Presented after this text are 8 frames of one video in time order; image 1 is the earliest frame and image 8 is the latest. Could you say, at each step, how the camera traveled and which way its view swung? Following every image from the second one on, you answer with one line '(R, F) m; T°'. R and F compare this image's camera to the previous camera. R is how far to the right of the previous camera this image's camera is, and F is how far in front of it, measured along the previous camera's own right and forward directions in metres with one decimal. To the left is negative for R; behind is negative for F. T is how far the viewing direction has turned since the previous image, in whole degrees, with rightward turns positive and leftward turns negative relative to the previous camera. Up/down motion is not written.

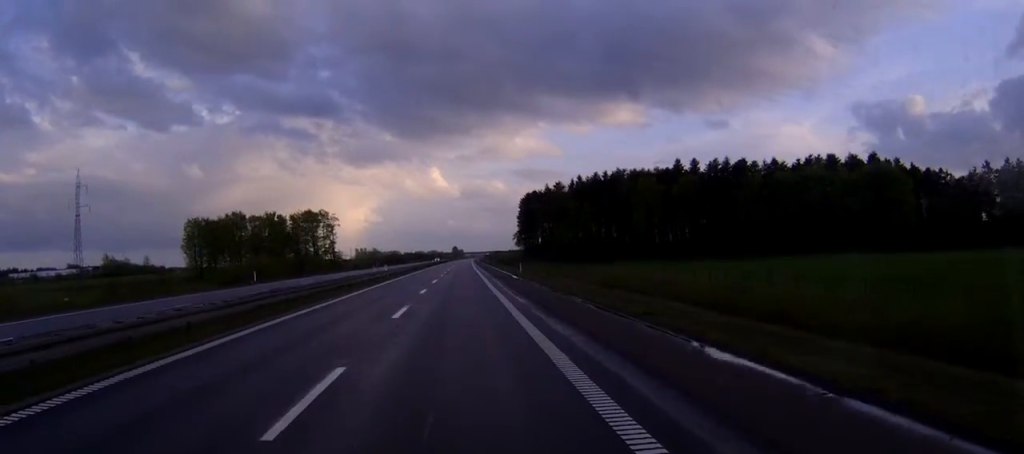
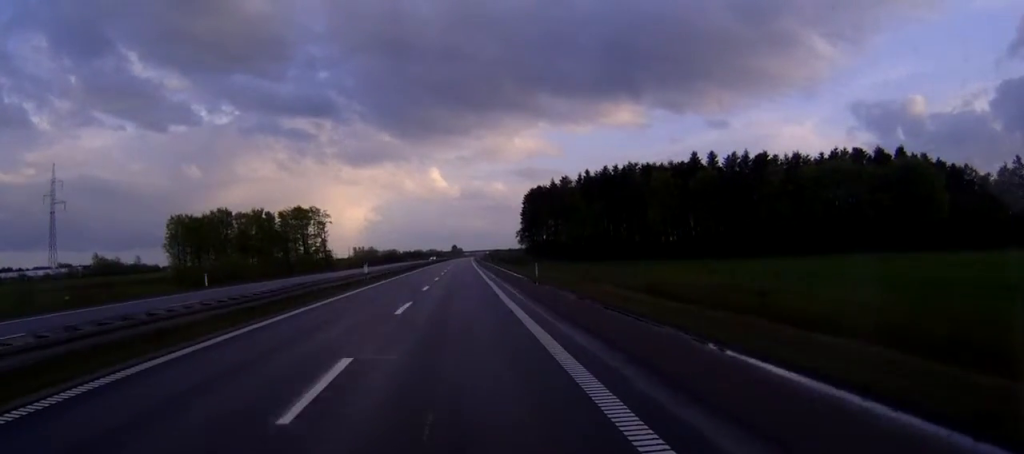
(0.0, +14.4) m; 0°
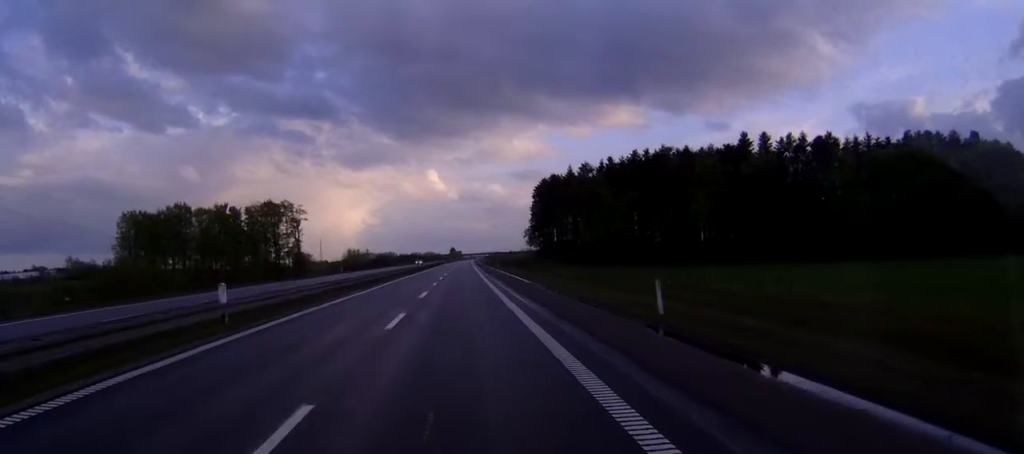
(0.0, +33.9) m; 0°
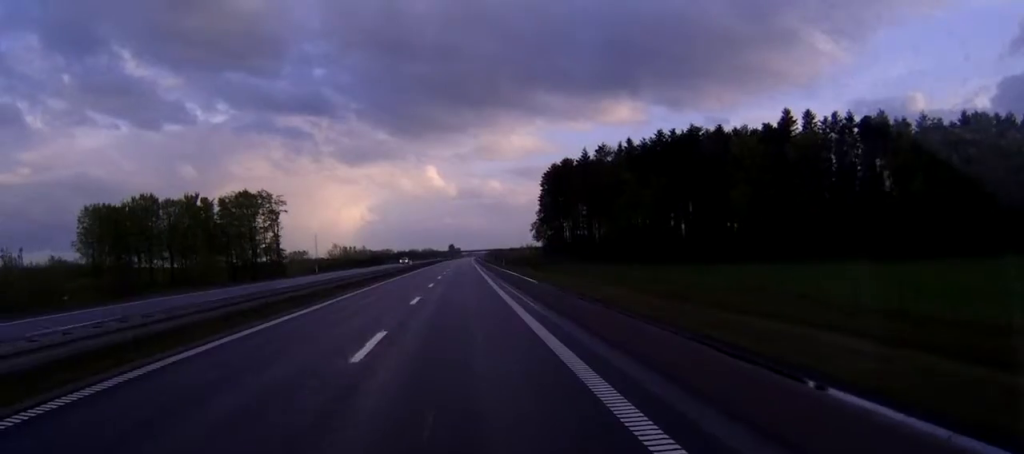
(0.0, +21.2) m; 0°
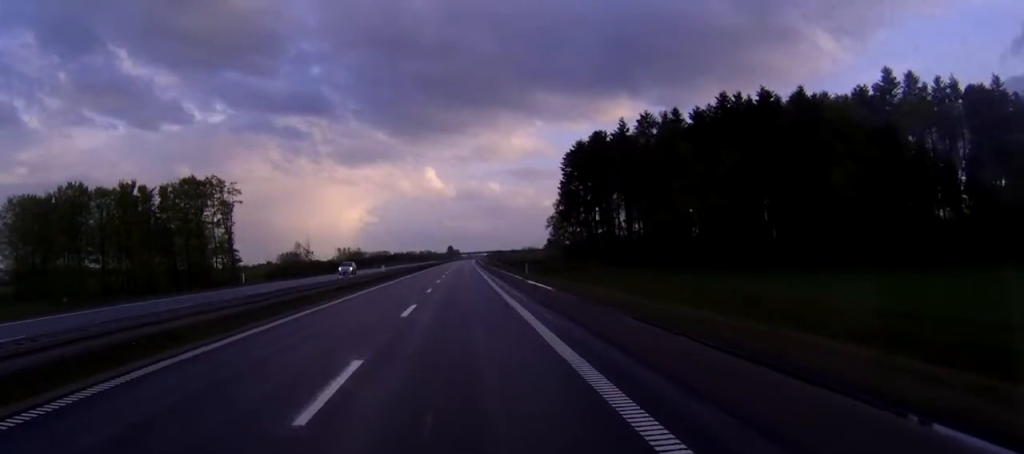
(-0.1, +34.7) m; 0°
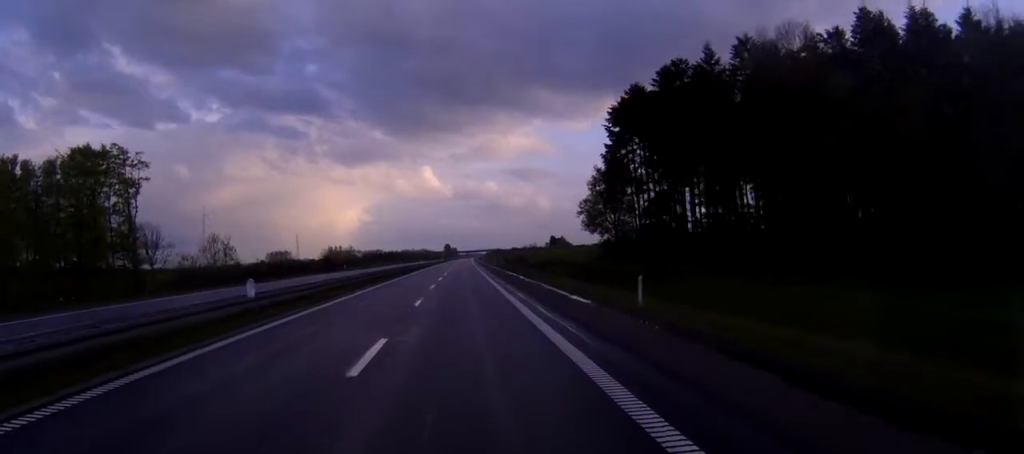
(+0.2, +41.5) m; 0°
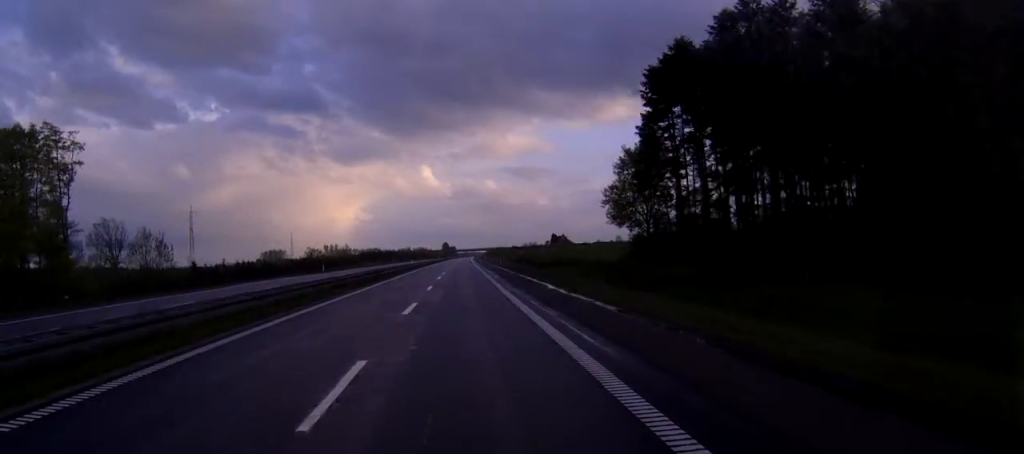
(0.0, +18.6) m; 0°
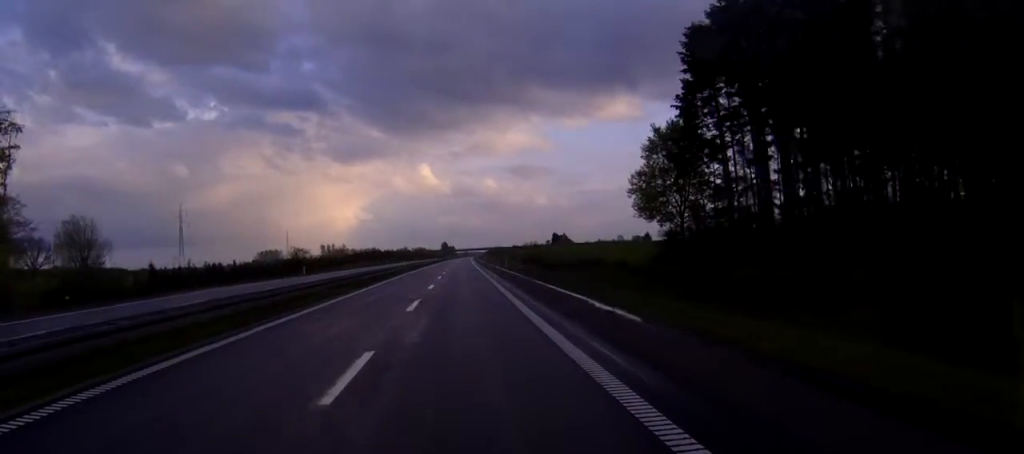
(0.0, +13.6) m; 0°
